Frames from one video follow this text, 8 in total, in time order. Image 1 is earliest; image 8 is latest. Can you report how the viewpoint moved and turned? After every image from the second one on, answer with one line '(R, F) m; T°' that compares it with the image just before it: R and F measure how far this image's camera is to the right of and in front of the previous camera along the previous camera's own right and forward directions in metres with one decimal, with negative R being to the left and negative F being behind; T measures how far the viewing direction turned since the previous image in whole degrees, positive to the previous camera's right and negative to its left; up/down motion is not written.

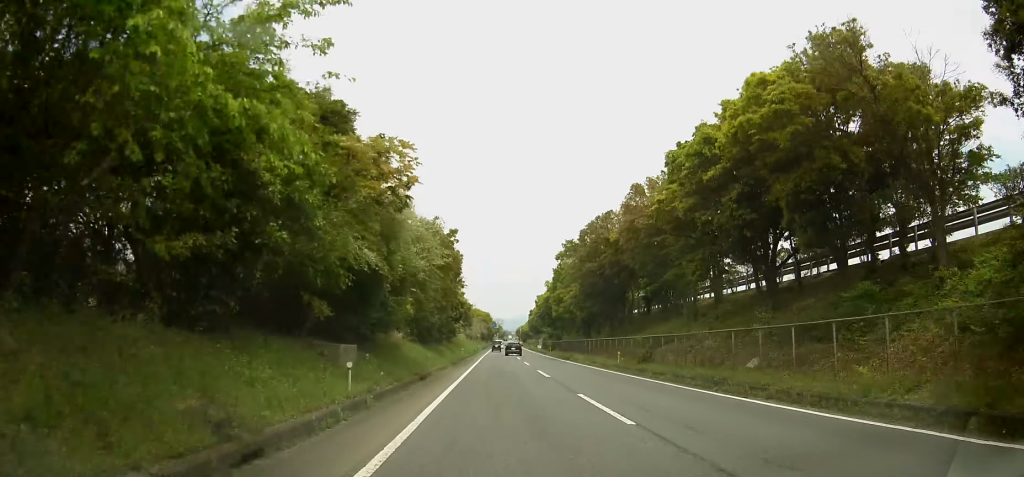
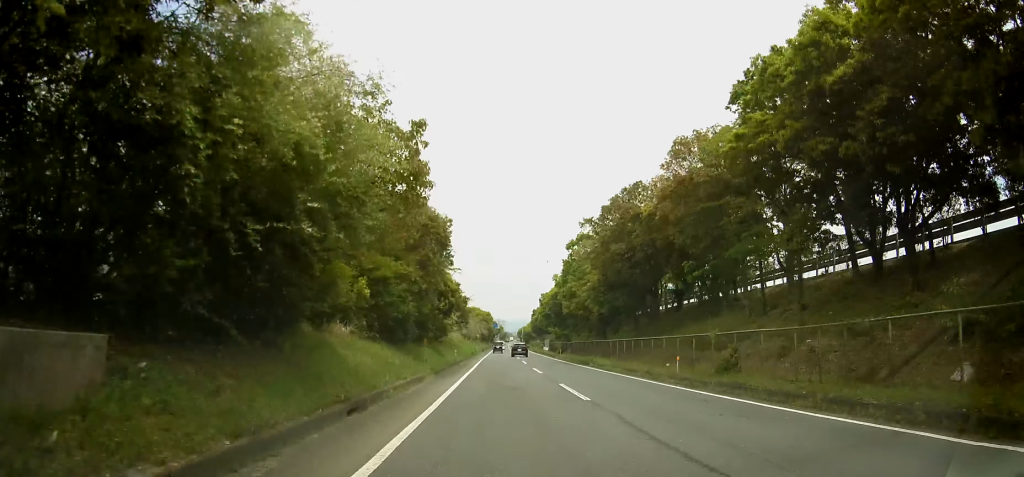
(0.0, +10.2) m; 0°
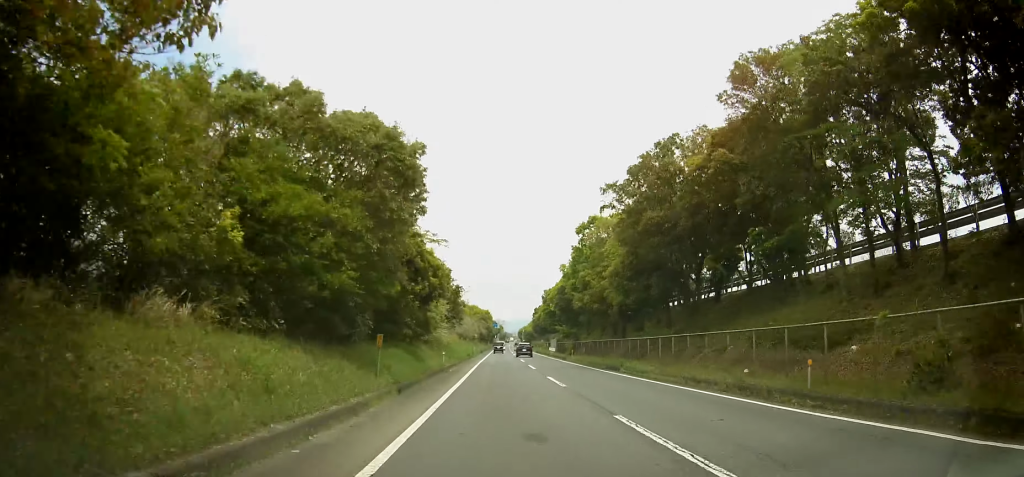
(0.0, +9.6) m; 0°
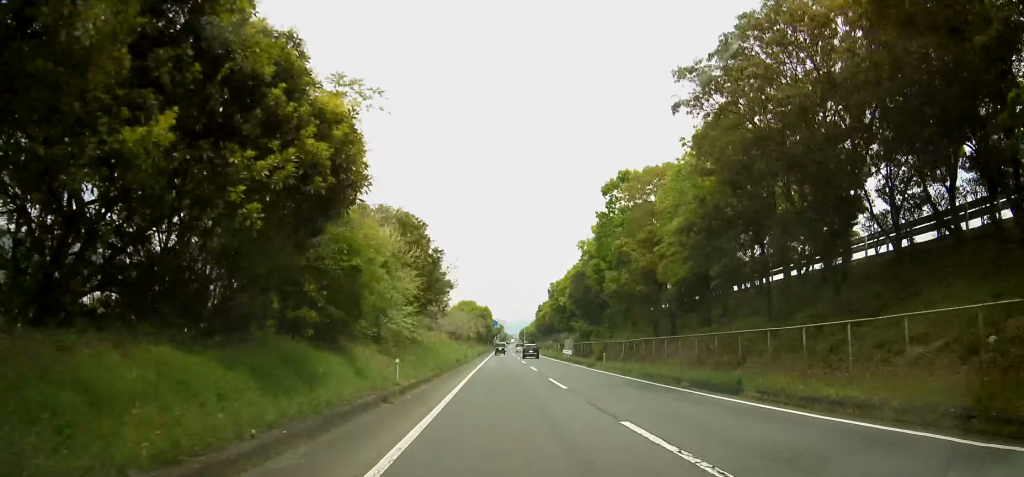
(+0.1, +15.2) m; 0°
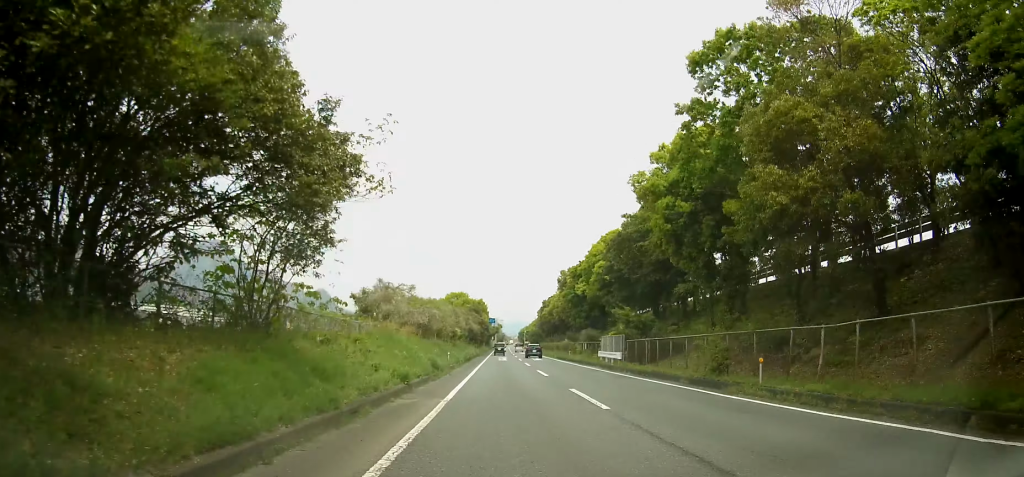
(-0.2, +22.7) m; -1°
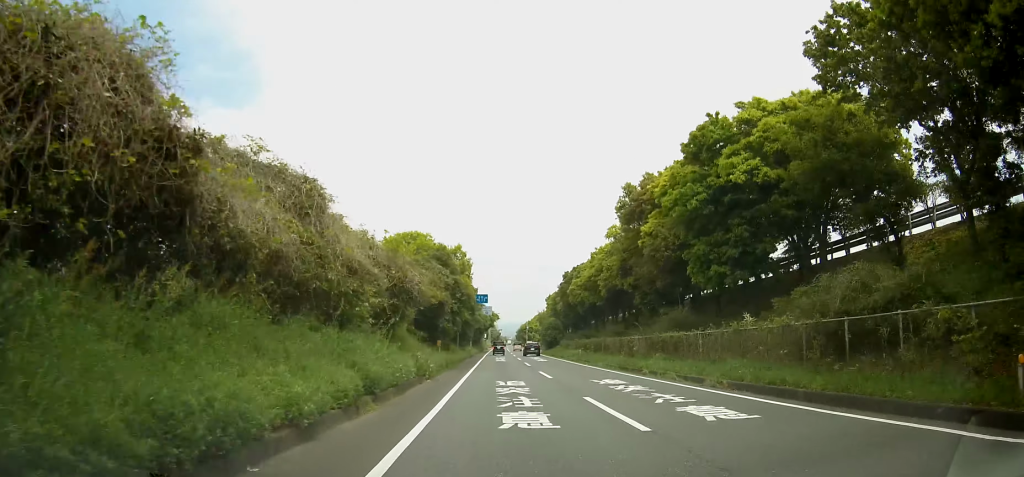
(+0.6, +48.2) m; +1°
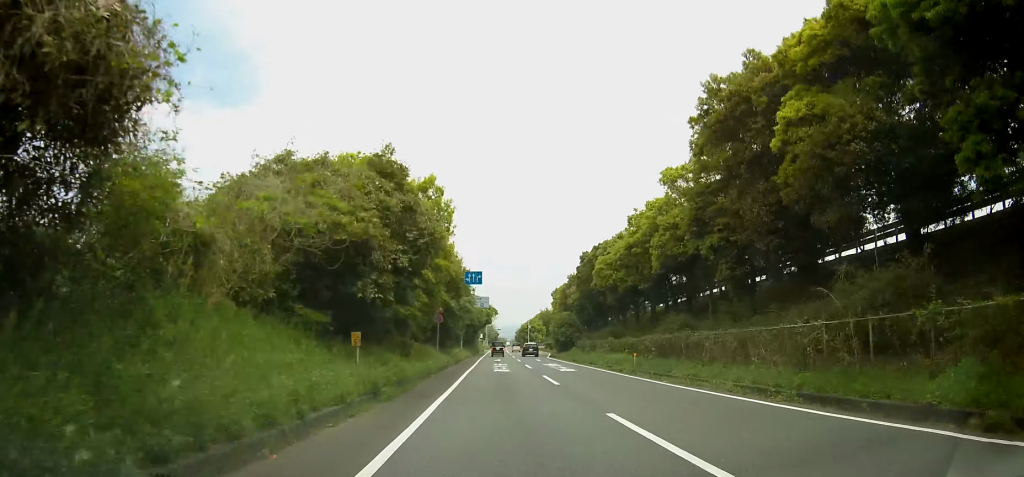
(0.0, +18.5) m; 0°
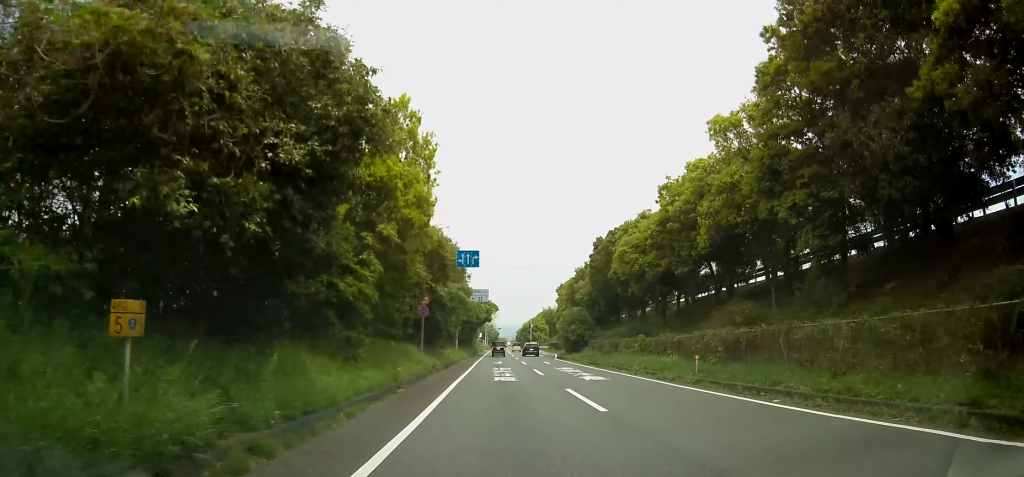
(-0.1, +8.6) m; 0°
